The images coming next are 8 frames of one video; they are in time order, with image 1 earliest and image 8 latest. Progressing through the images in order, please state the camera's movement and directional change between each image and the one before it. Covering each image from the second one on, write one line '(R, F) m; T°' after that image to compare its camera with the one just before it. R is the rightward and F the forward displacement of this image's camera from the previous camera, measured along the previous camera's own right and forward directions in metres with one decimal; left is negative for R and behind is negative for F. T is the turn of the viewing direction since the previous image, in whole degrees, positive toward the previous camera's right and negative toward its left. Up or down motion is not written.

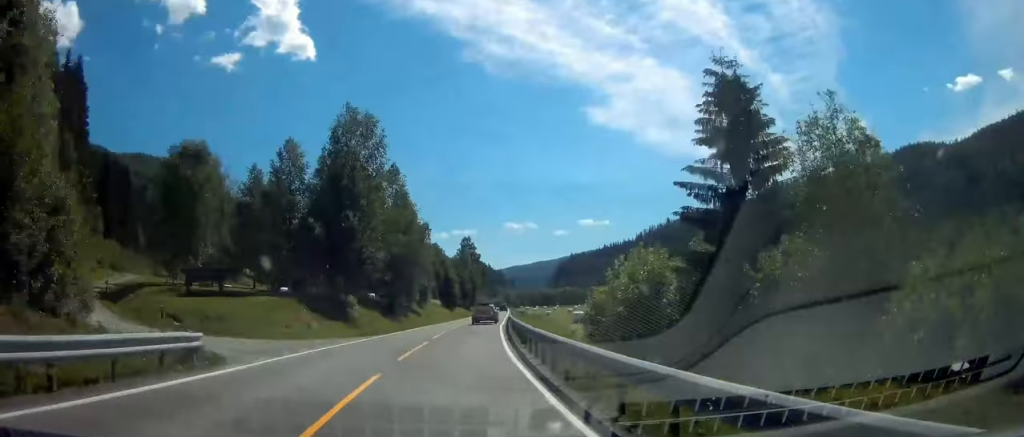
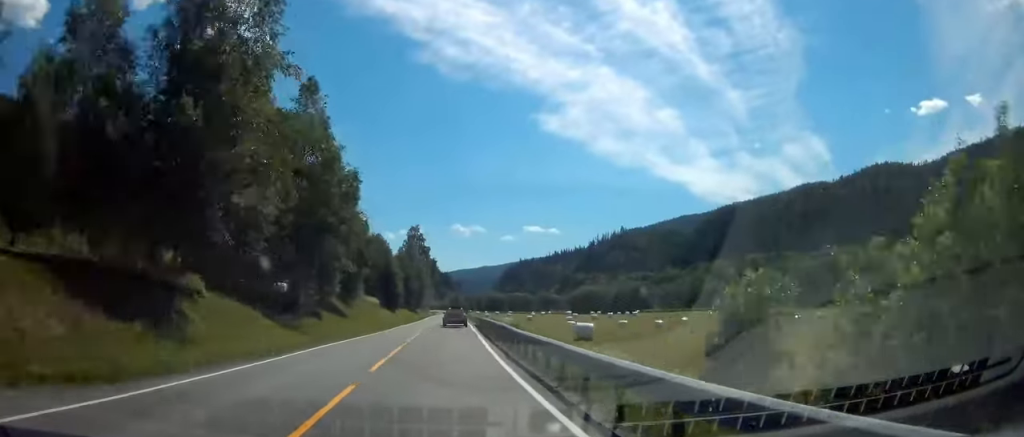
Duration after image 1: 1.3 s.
(+0.6, +26.2) m; +9°
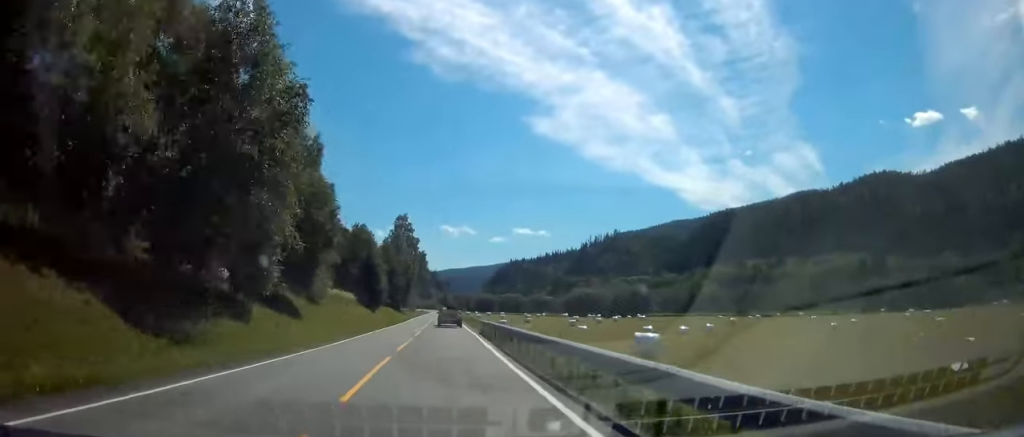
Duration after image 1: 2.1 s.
(+2.4, +17.3) m; +6°
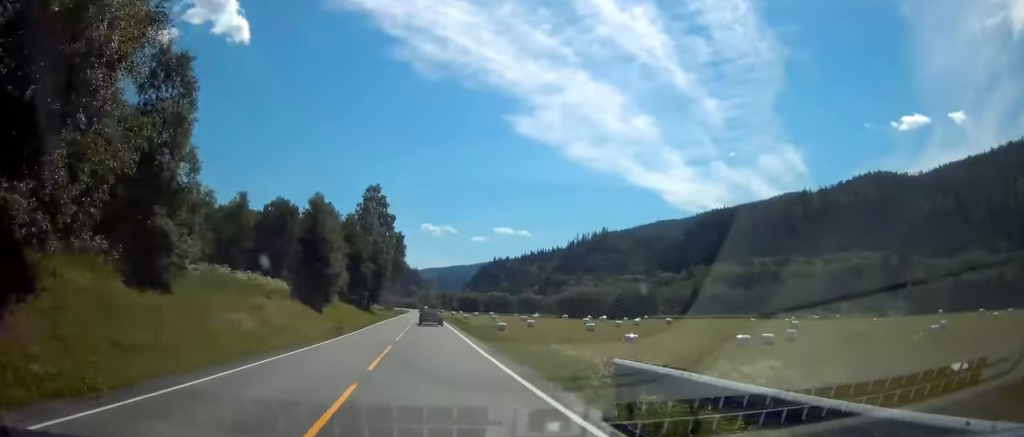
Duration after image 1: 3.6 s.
(+2.8, +32.5) m; +6°
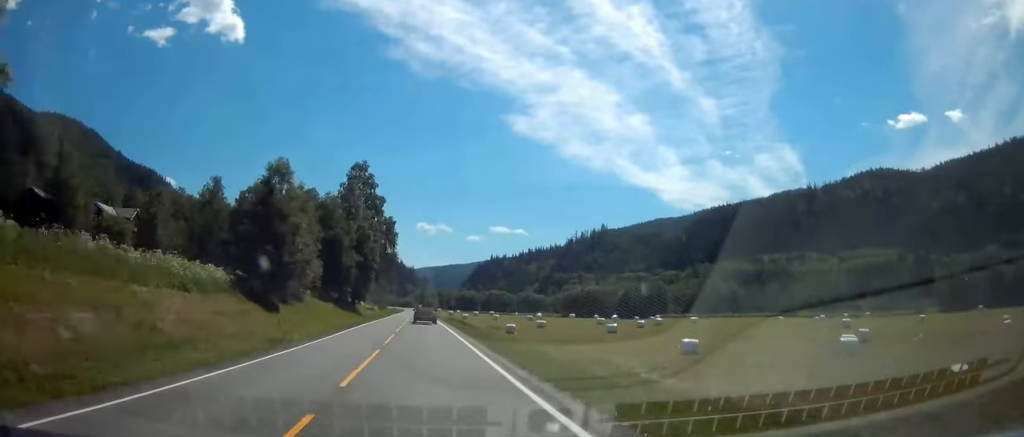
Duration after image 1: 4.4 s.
(+0.4, +16.4) m; +1°
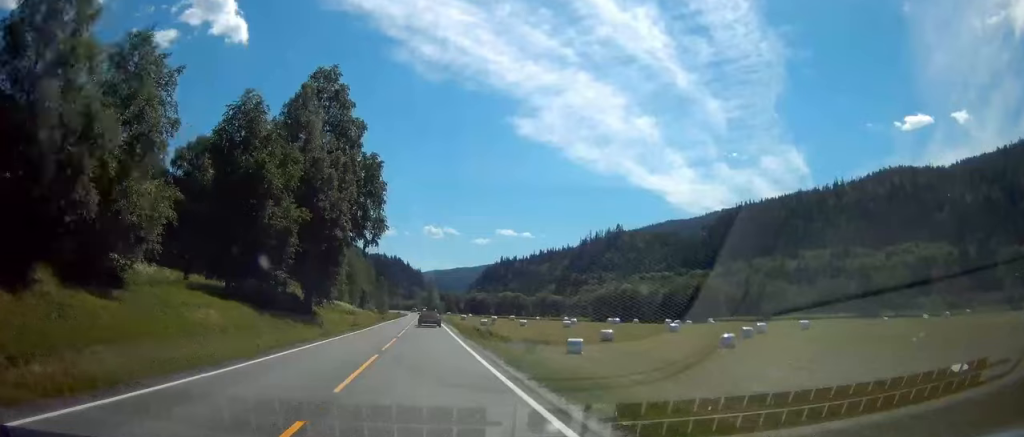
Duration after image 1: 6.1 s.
(-0.1, +36.9) m; 0°
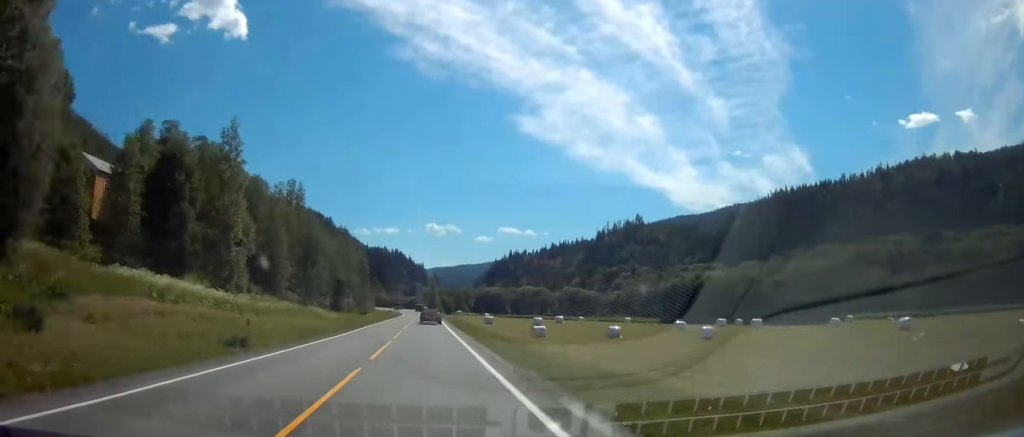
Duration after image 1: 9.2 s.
(-0.1, +63.2) m; 0°
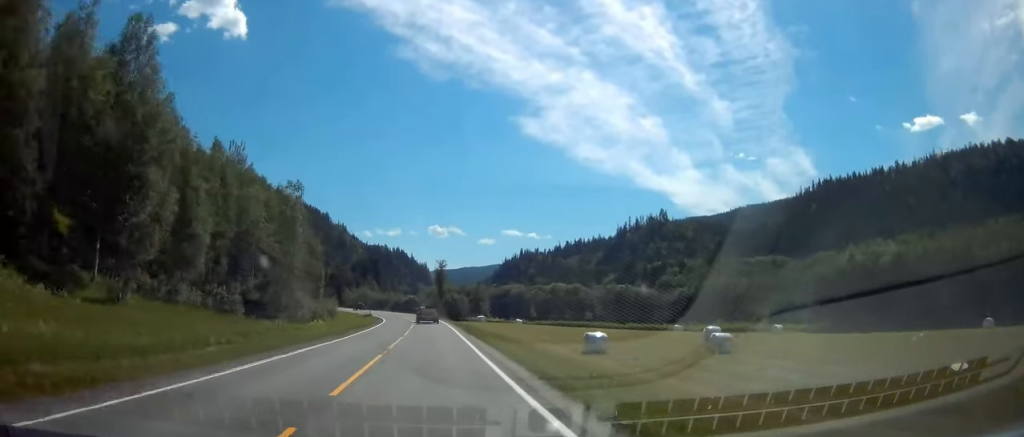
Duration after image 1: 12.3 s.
(-0.1, +66.6) m; 0°
